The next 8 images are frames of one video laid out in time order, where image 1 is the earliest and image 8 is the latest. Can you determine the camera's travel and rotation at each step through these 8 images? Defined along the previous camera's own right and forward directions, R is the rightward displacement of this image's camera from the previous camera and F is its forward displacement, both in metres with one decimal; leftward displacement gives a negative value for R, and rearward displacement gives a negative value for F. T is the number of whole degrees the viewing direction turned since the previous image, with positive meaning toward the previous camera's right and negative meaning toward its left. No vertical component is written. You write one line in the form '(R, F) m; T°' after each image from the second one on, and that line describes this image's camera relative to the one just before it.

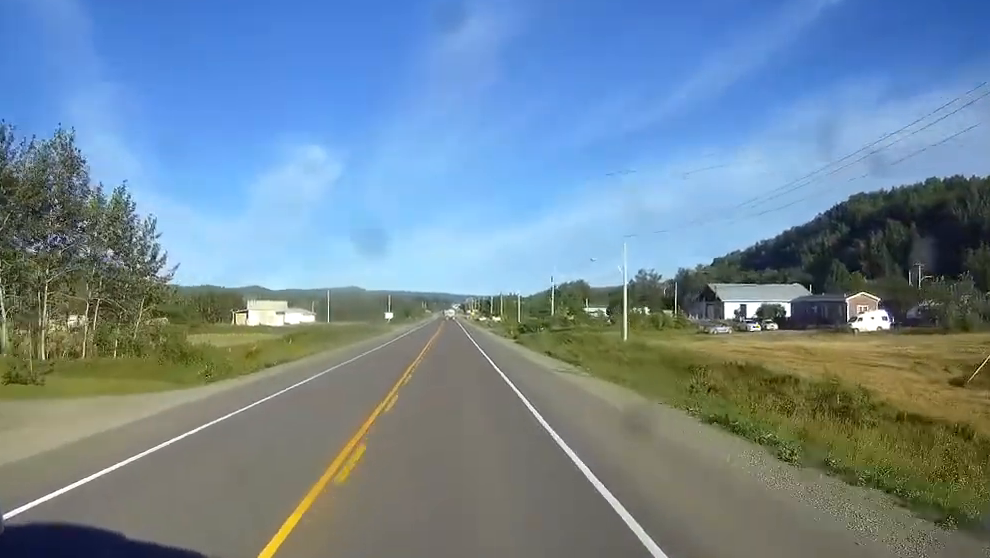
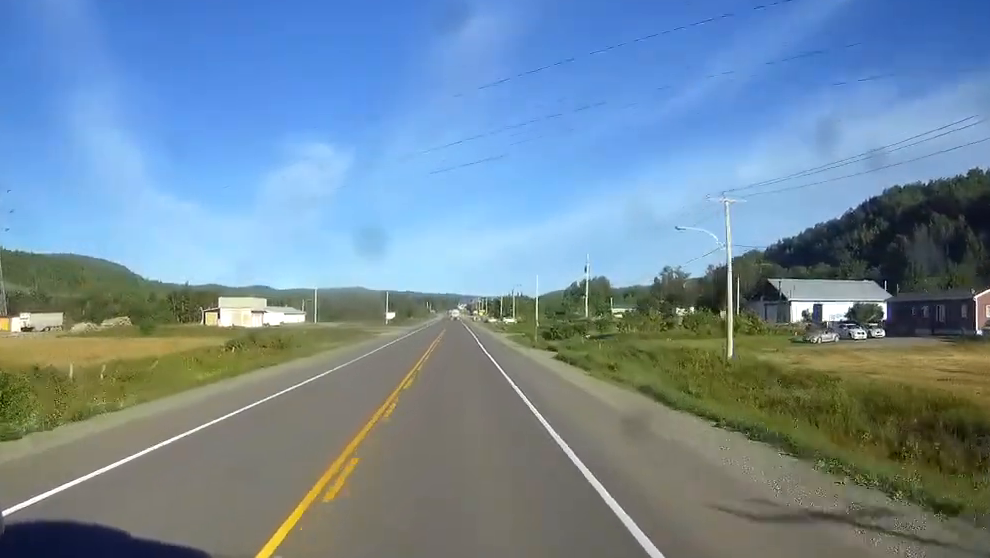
(0.0, +28.0) m; 0°
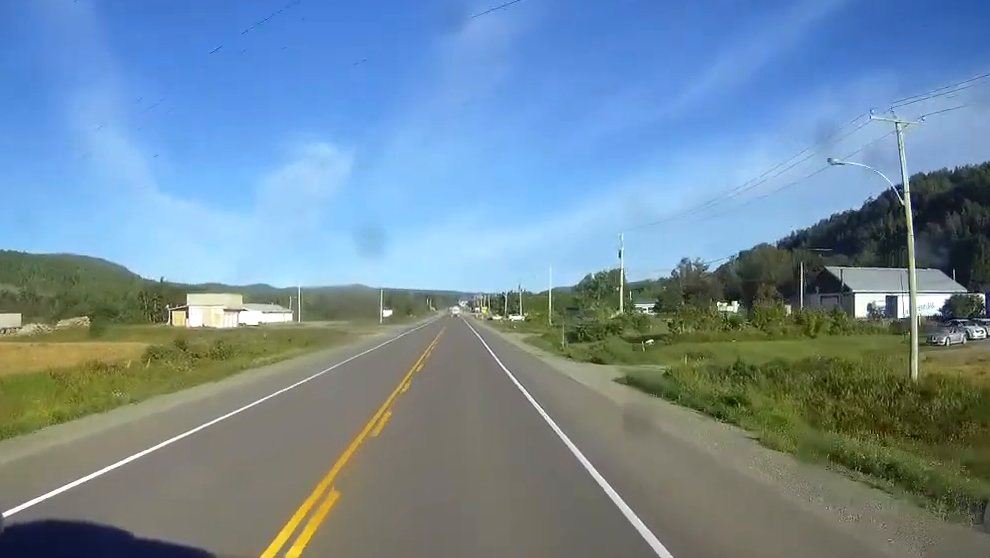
(-0.1, +20.6) m; 0°
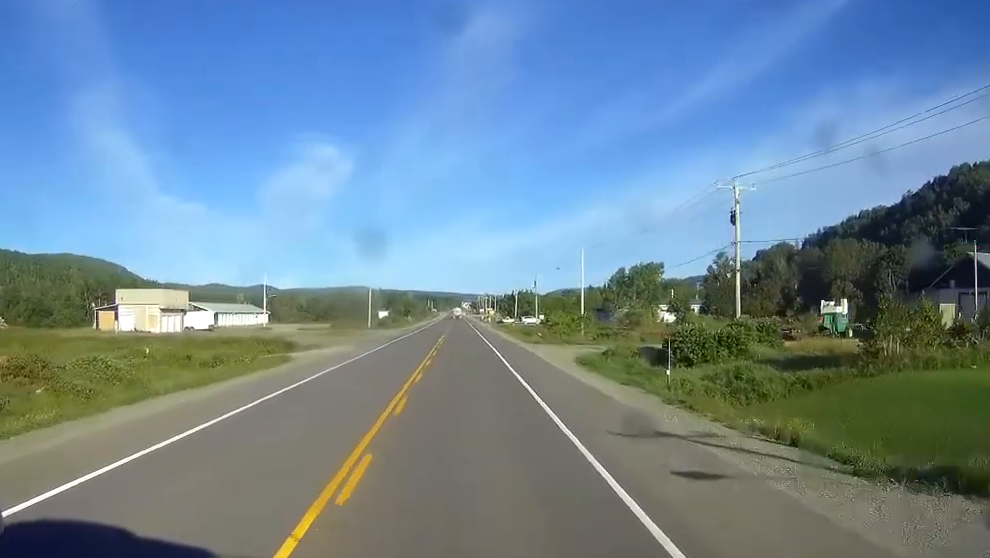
(0.0, +32.8) m; 0°
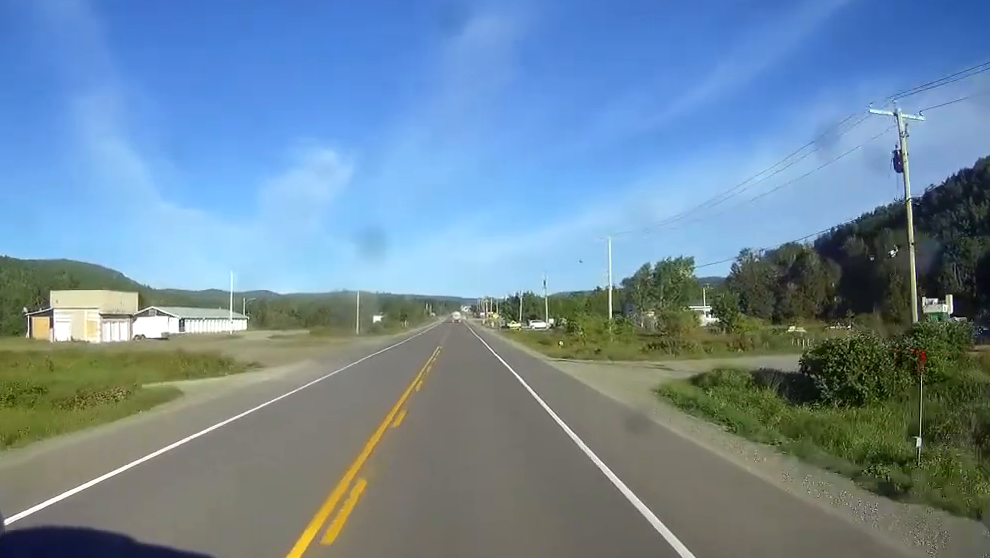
(-0.1, +19.7) m; 0°
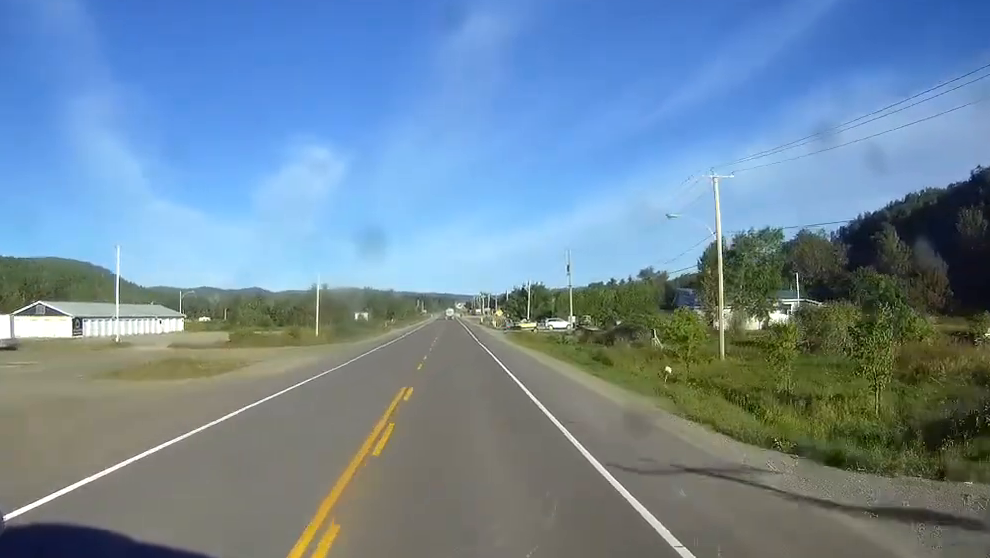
(+0.1, +38.5) m; 0°
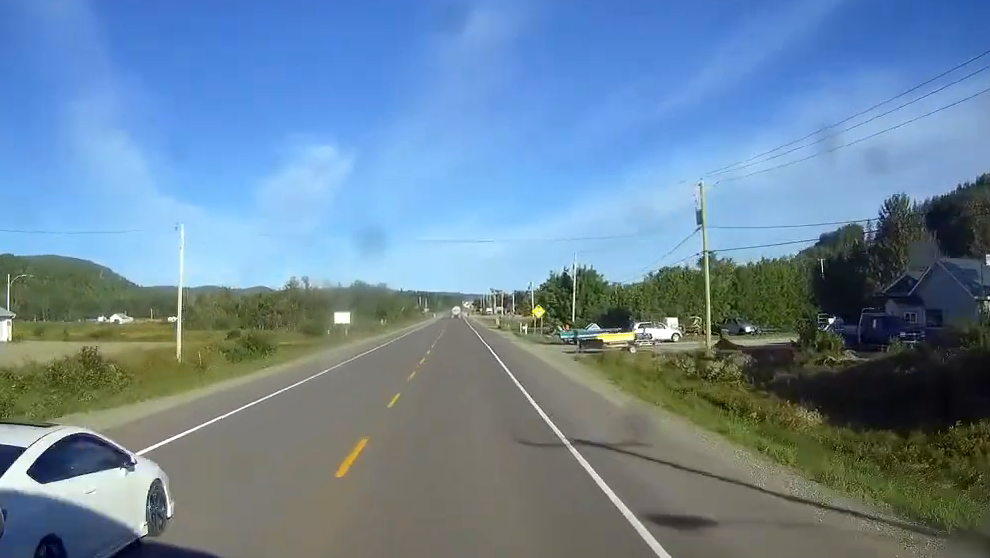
(0.0, +58.9) m; 0°
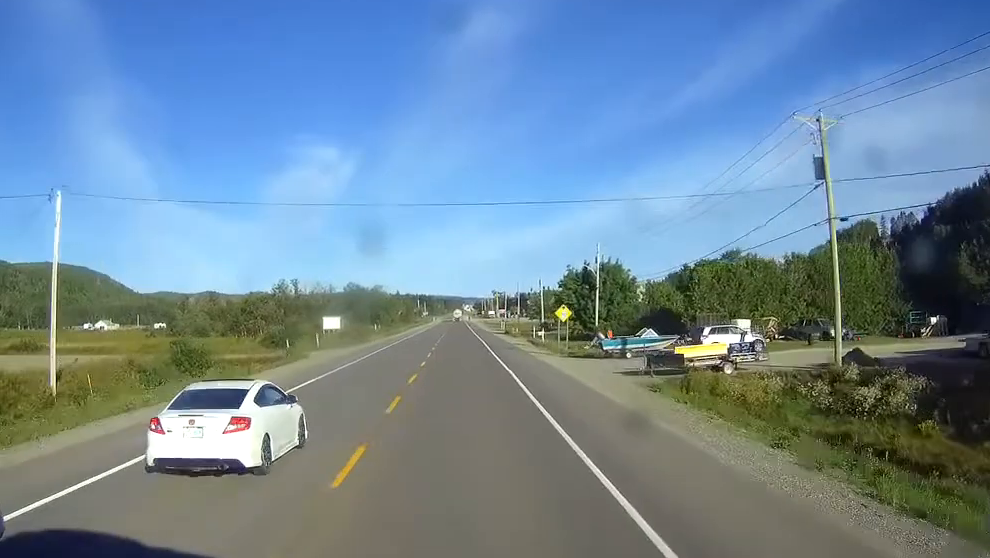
(-0.1, +18.5) m; 0°
